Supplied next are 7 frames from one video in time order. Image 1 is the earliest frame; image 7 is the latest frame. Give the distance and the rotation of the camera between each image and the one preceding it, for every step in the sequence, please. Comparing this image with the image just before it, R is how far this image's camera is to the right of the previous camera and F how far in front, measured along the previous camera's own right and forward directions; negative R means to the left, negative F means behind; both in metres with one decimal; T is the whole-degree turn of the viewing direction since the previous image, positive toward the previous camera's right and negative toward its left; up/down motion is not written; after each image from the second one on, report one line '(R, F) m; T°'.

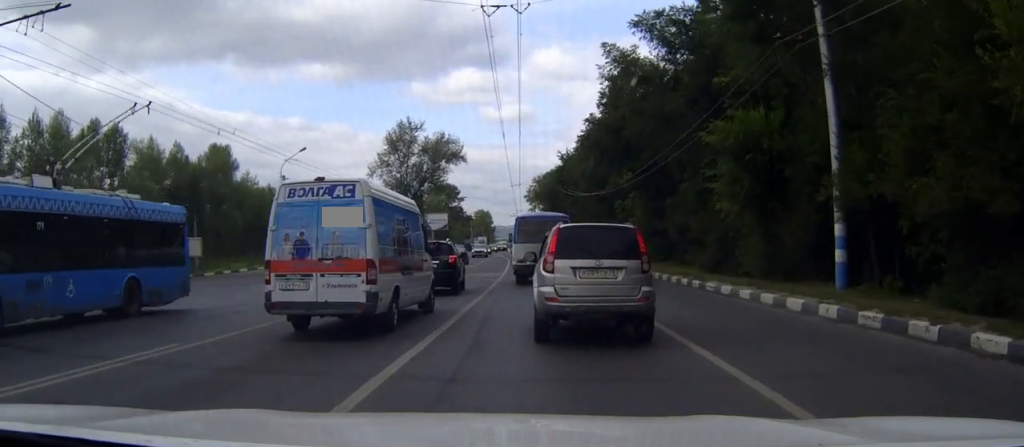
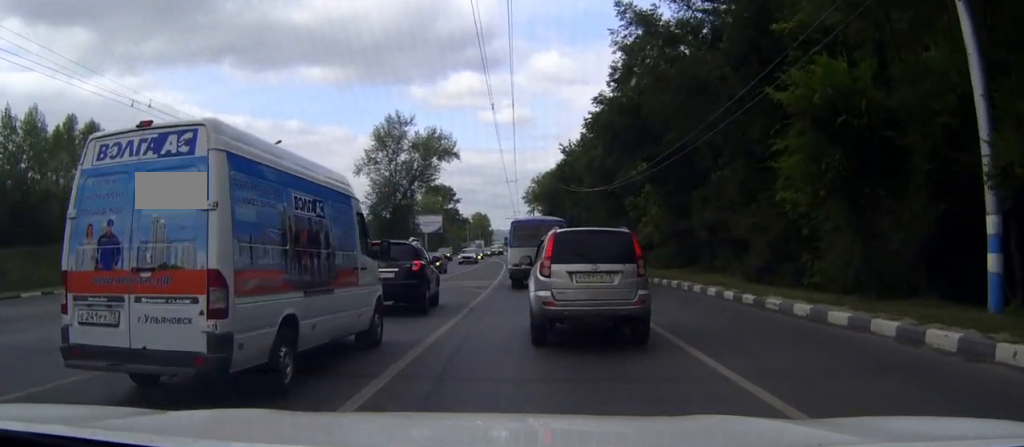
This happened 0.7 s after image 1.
(0.0, +6.9) m; 0°
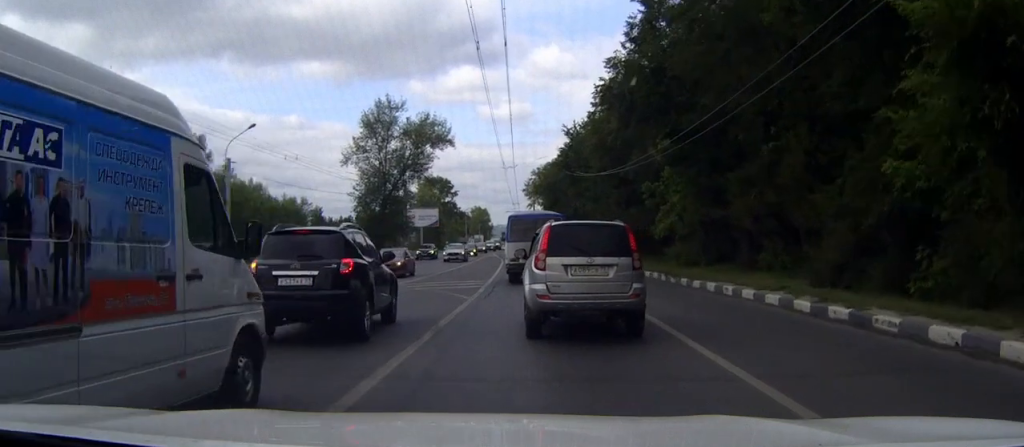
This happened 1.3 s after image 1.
(0.0, +6.2) m; 0°
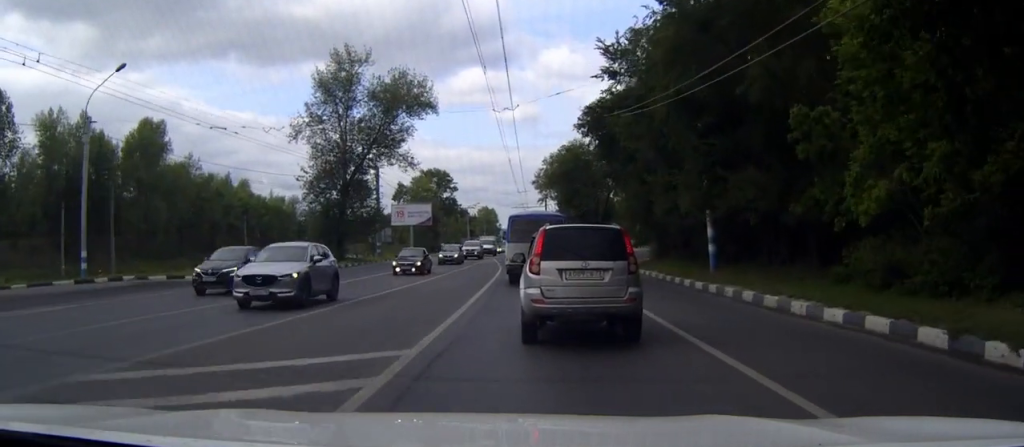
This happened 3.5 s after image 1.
(-0.2, +21.8) m; -1°
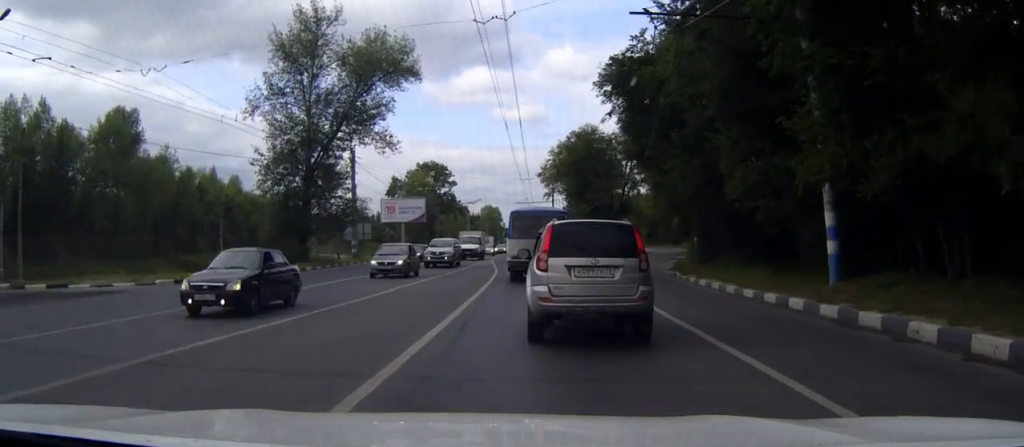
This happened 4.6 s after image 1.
(-0.1, +11.5) m; -1°
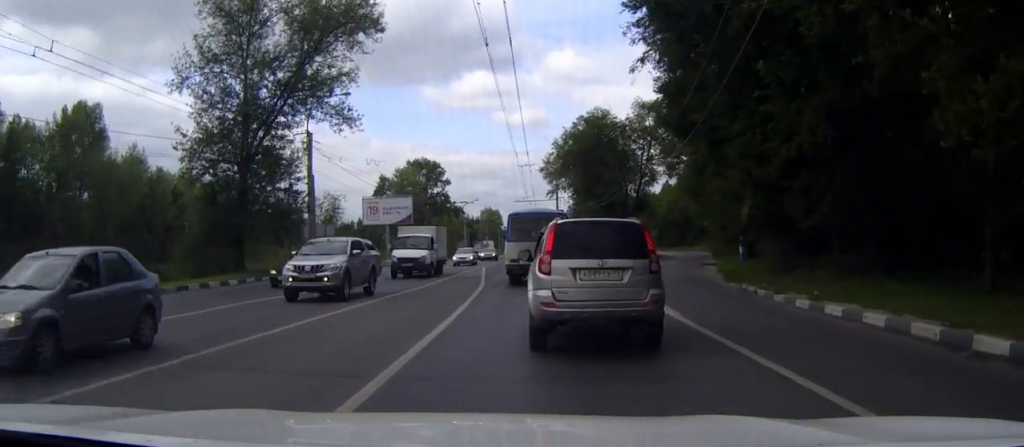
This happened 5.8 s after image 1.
(-0.1, +11.8) m; -1°
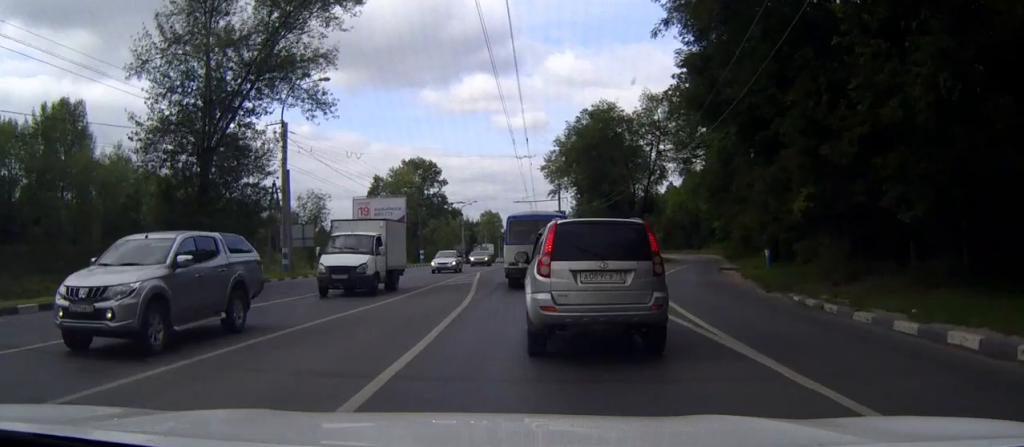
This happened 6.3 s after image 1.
(0.0, +5.1) m; 0°
